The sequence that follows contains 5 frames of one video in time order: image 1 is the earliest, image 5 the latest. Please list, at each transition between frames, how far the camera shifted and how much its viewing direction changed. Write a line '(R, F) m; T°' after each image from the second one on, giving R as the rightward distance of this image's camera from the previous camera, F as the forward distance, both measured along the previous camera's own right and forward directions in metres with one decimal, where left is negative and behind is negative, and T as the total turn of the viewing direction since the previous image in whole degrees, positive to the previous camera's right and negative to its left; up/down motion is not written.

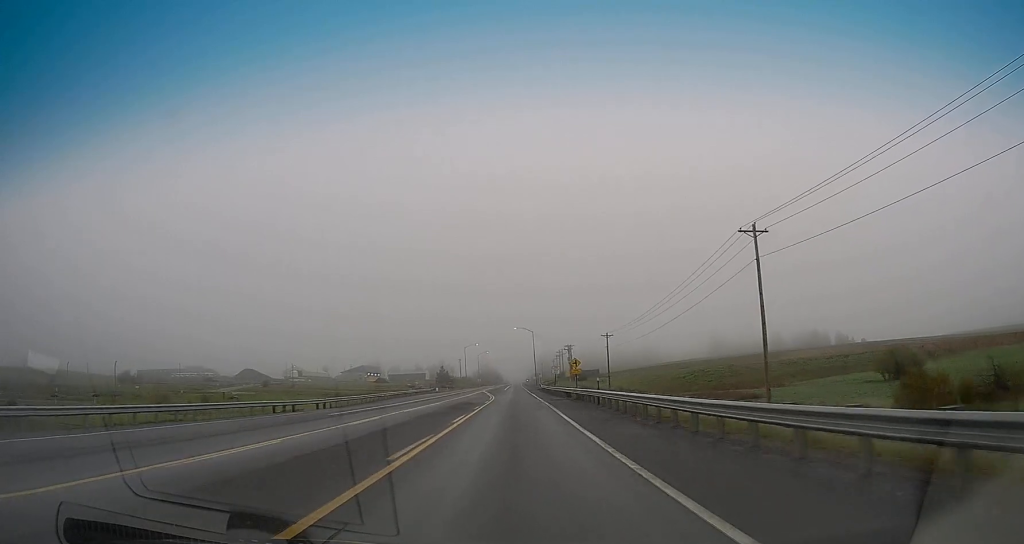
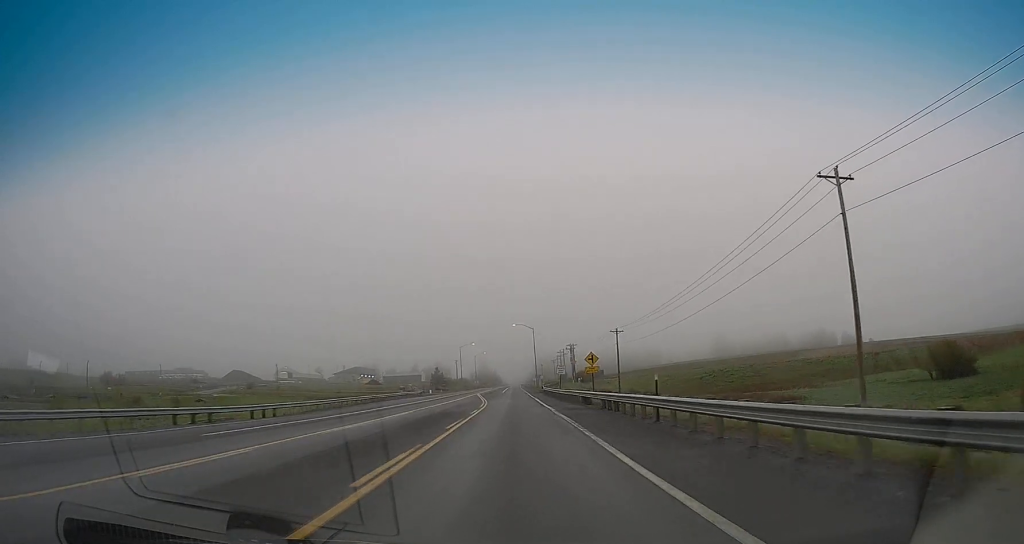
(0.0, +13.4) m; -1°
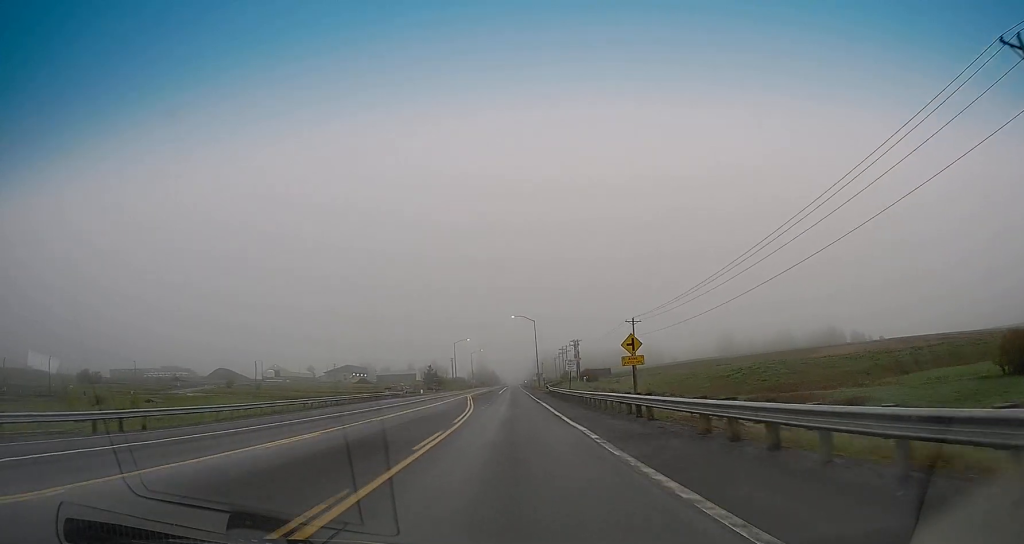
(-0.2, +16.1) m; 0°
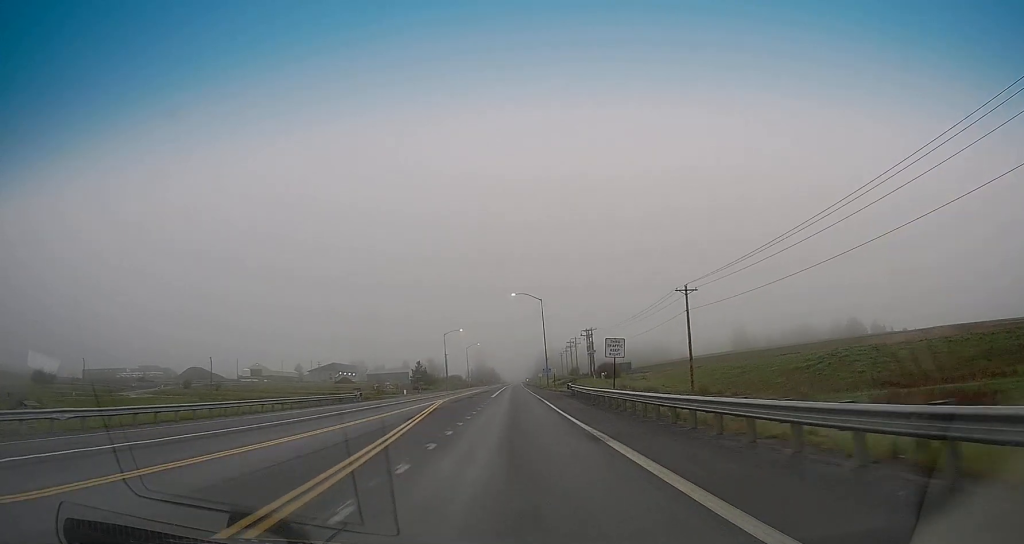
(+0.4, +29.1) m; +1°
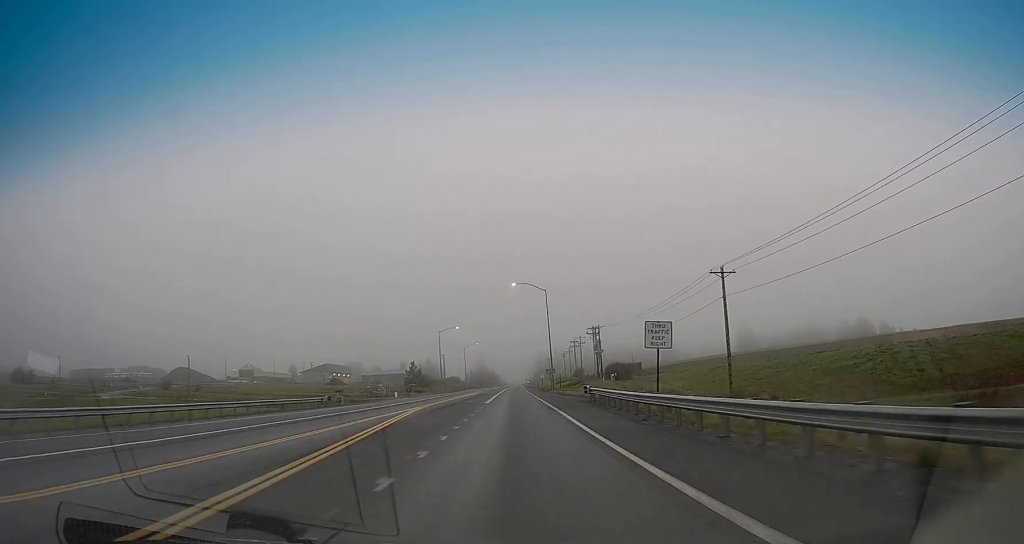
(0.0, +11.7) m; 0°
